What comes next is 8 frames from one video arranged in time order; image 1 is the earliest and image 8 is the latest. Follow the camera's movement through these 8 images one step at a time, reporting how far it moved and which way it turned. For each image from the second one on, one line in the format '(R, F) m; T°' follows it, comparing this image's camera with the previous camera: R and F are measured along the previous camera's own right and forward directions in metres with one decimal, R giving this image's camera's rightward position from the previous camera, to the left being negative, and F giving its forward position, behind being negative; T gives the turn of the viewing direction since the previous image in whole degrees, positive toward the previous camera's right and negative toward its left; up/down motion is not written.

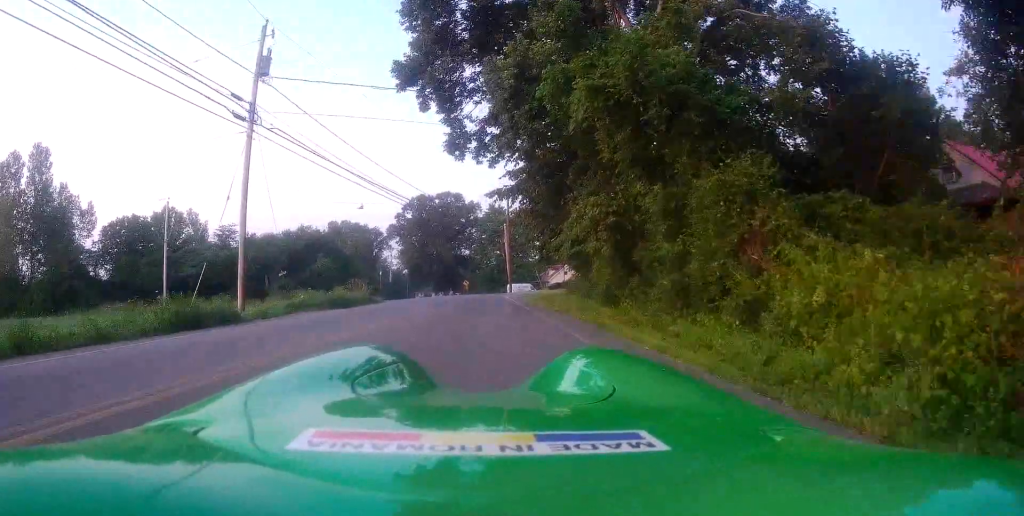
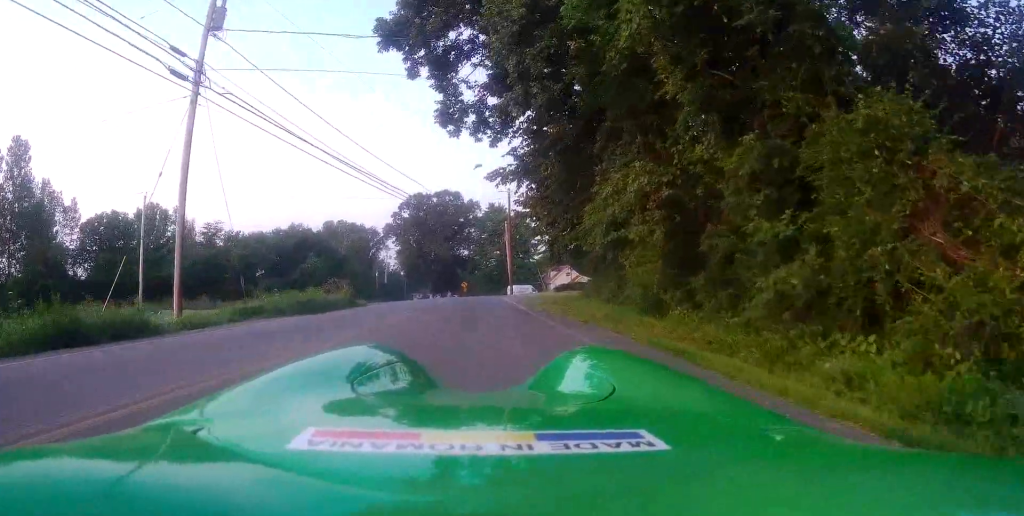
(-0.1, +4.6) m; +1°
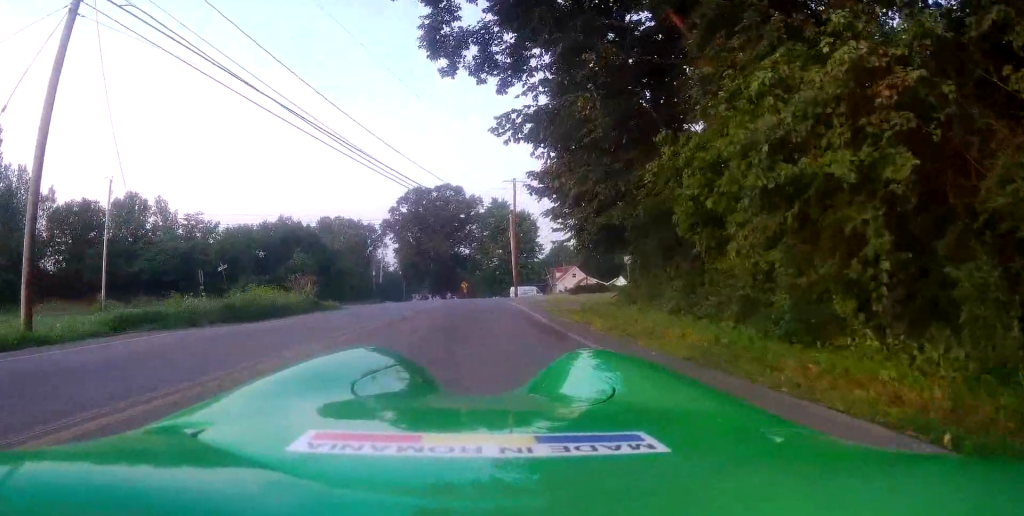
(+0.1, +6.7) m; +4°
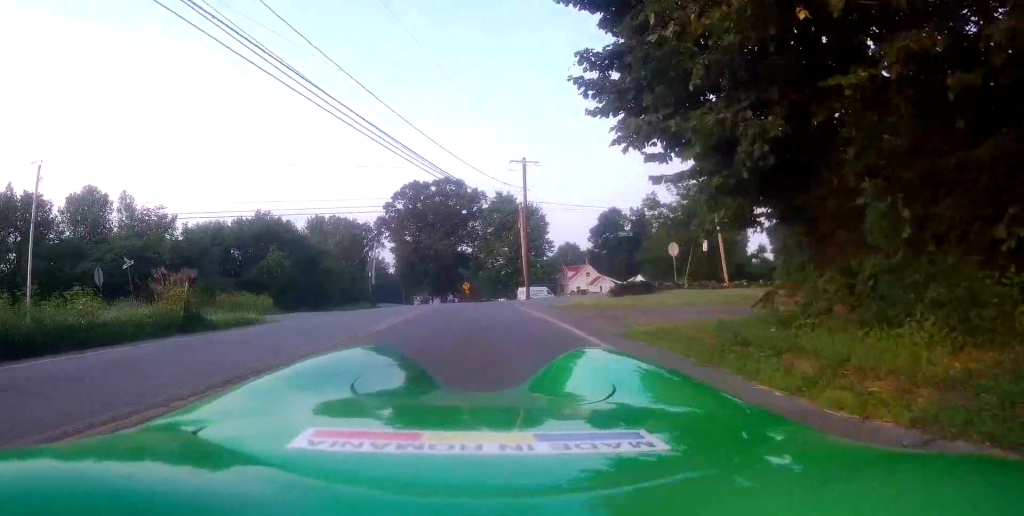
(+0.8, +10.2) m; +2°
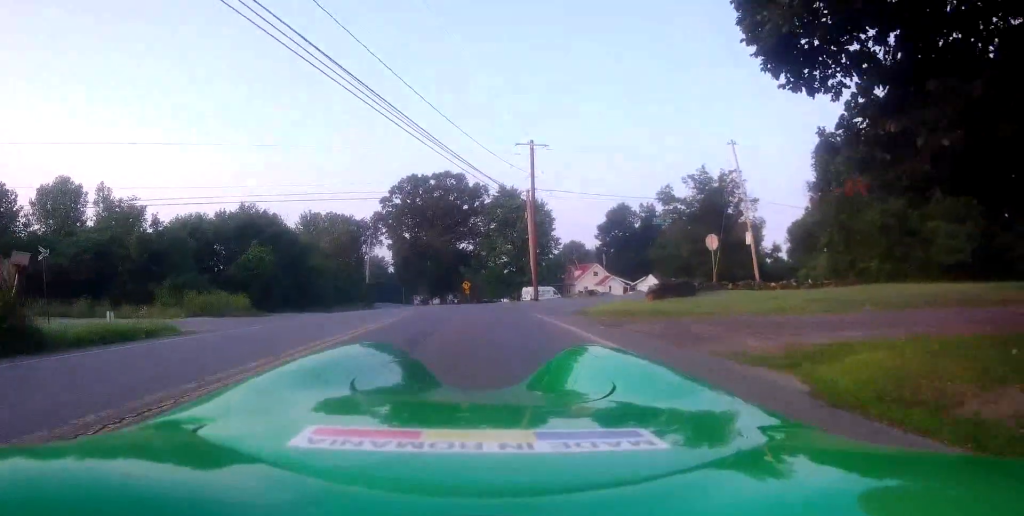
(-0.2, +5.7) m; -1°
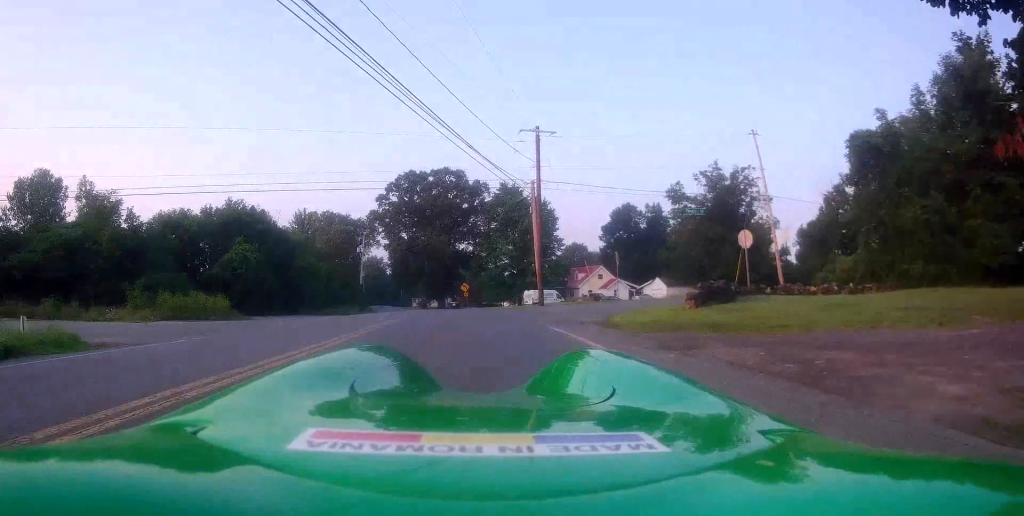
(0.0, +4.0) m; 0°
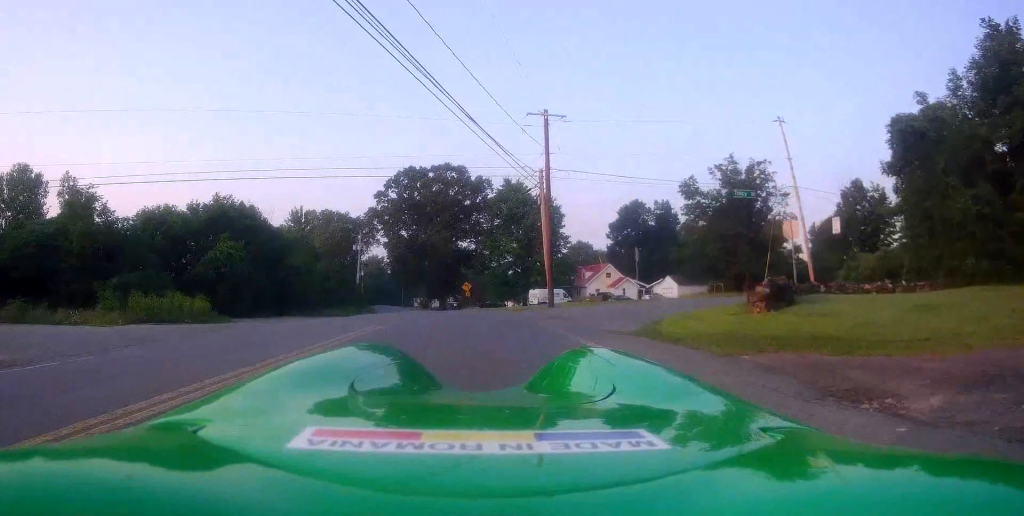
(+0.2, +3.7) m; 0°
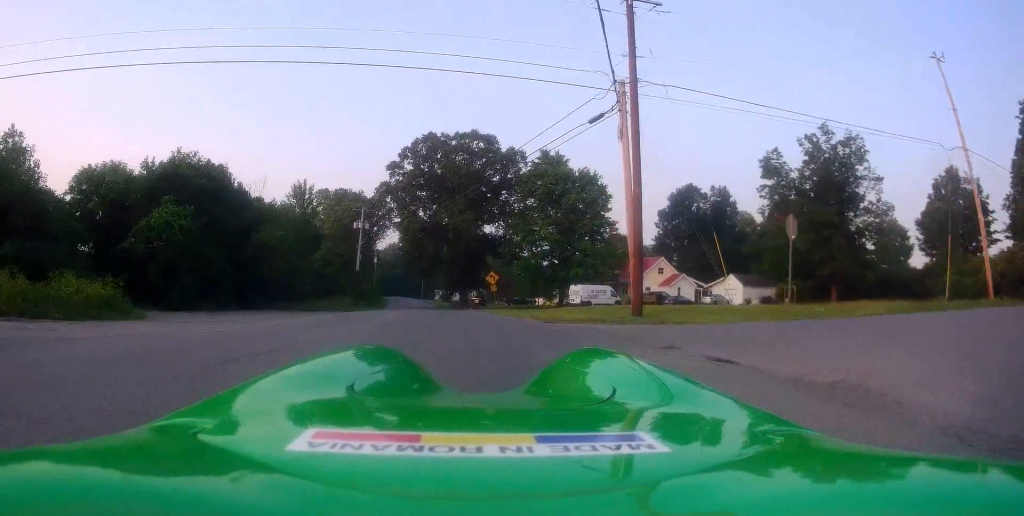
(-0.6, +14.0) m; -3°
